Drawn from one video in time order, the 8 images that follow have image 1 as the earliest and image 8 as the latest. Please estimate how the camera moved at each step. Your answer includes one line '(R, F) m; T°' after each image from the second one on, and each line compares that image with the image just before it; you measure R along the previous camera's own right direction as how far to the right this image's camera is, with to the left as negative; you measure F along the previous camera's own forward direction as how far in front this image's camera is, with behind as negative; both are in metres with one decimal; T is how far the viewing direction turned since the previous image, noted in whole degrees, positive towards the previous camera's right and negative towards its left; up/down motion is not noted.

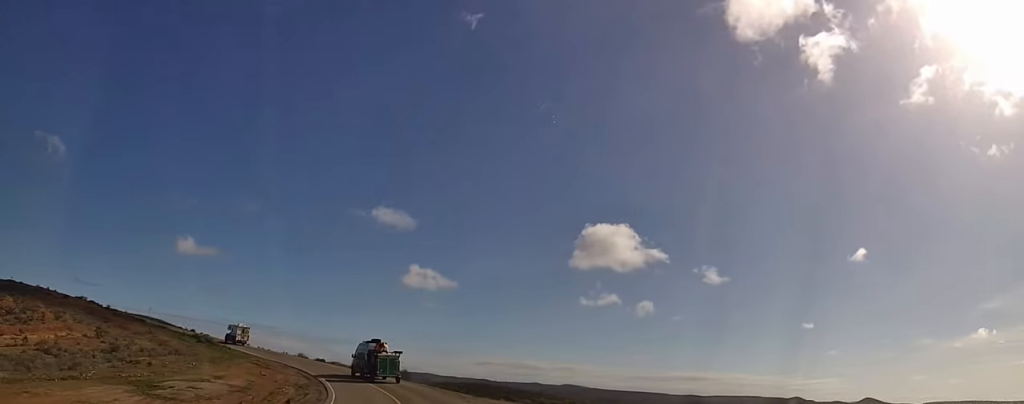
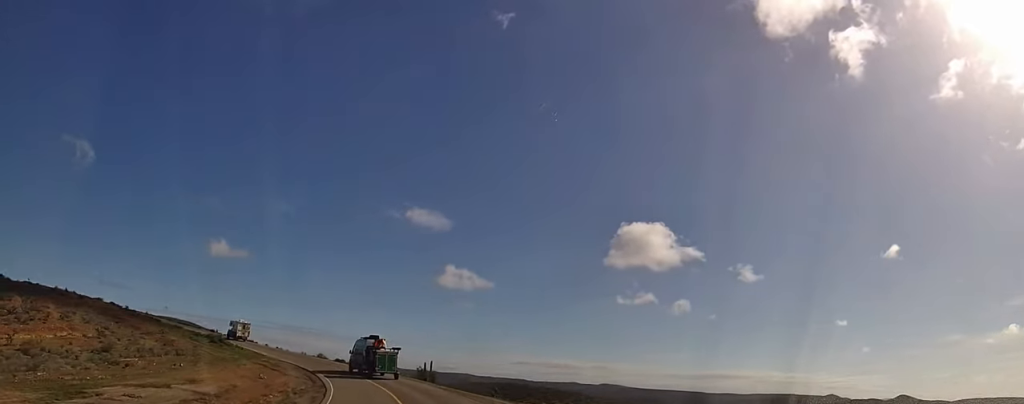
(-0.3, +7.4) m; -2°
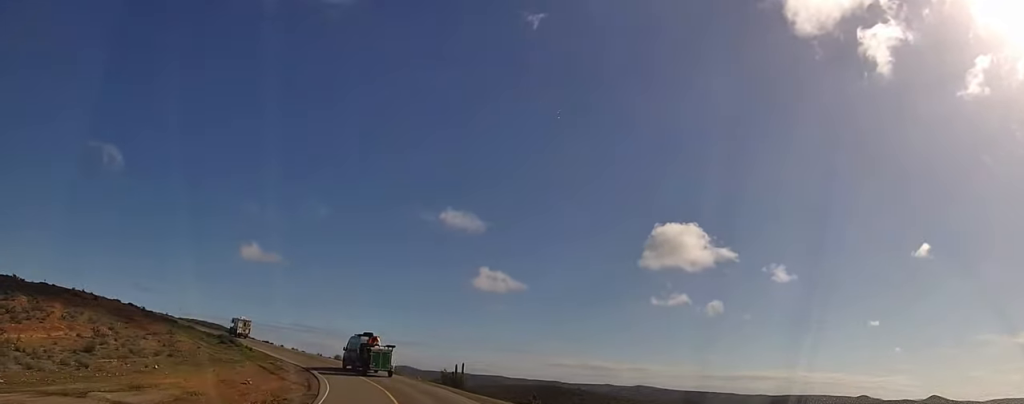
(-0.1, +7.4) m; -2°
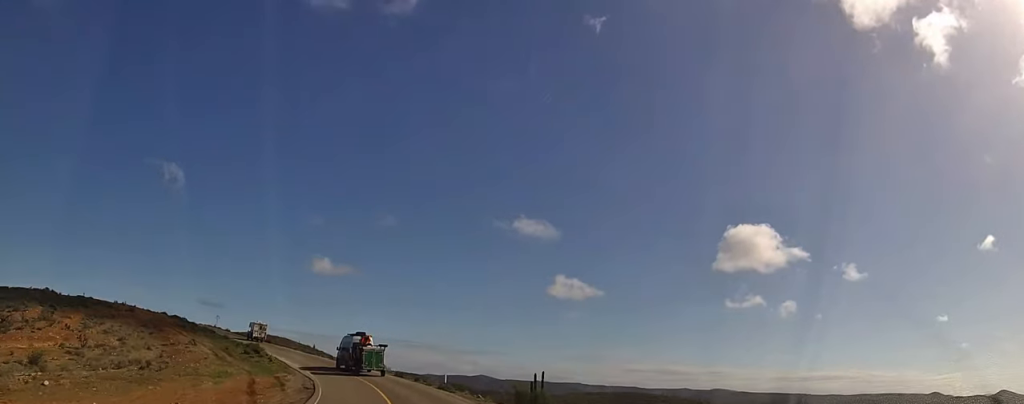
(-0.4, +15.0) m; -6°
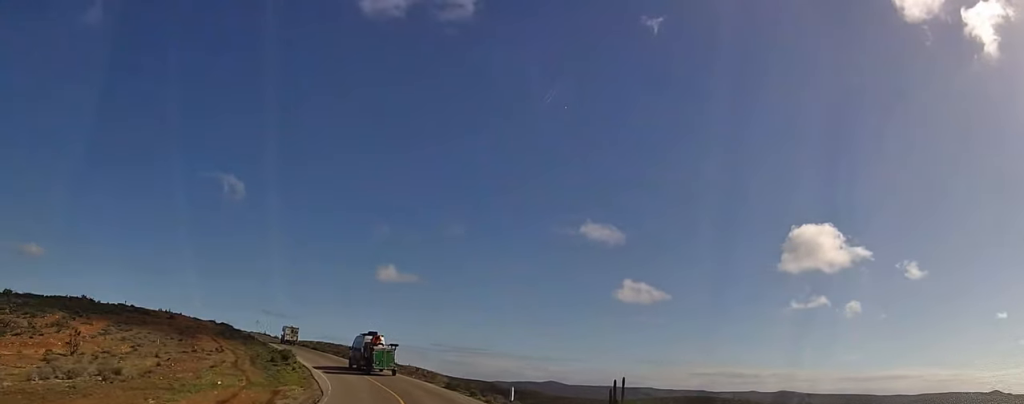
(-0.4, +10.6) m; -6°
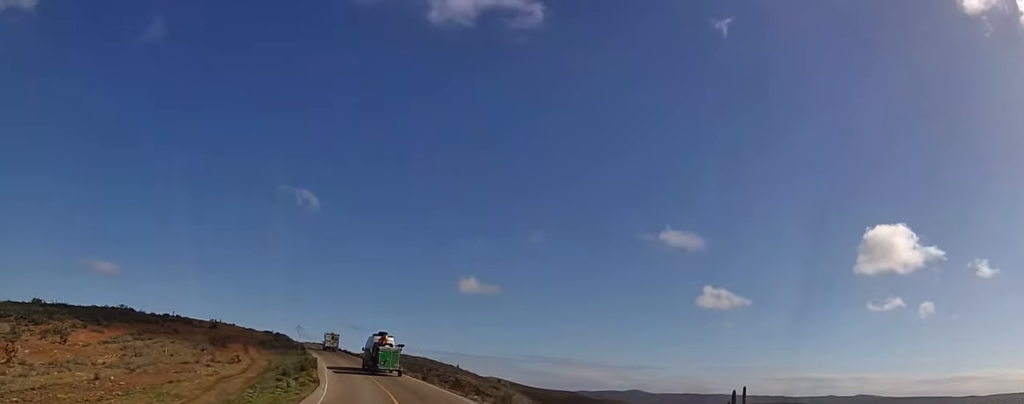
(-1.6, +15.5) m; -10°
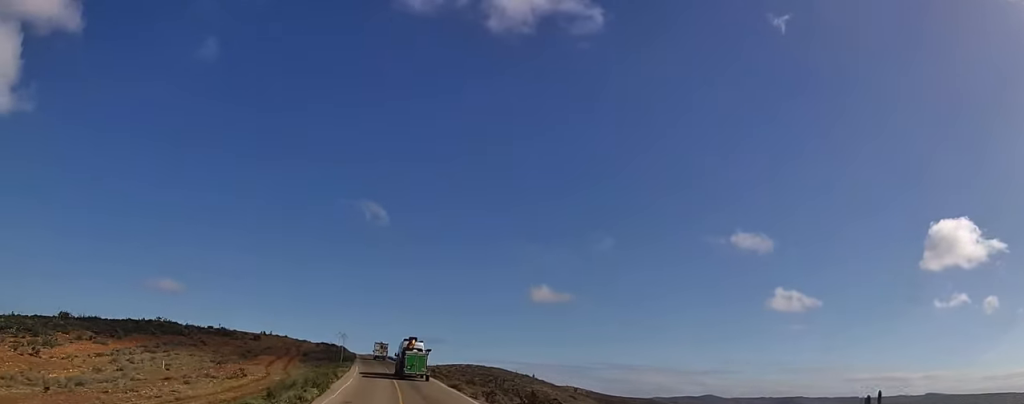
(-1.0, +13.6) m; -8°
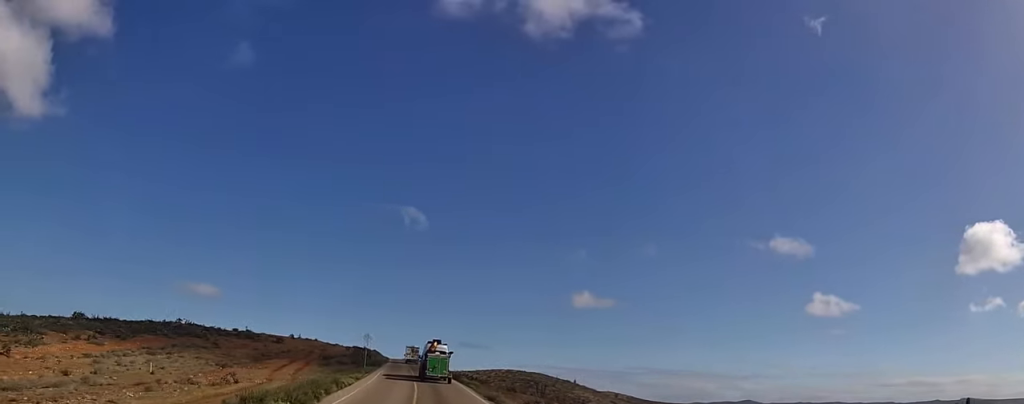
(-0.2, +7.8) m; -5°
